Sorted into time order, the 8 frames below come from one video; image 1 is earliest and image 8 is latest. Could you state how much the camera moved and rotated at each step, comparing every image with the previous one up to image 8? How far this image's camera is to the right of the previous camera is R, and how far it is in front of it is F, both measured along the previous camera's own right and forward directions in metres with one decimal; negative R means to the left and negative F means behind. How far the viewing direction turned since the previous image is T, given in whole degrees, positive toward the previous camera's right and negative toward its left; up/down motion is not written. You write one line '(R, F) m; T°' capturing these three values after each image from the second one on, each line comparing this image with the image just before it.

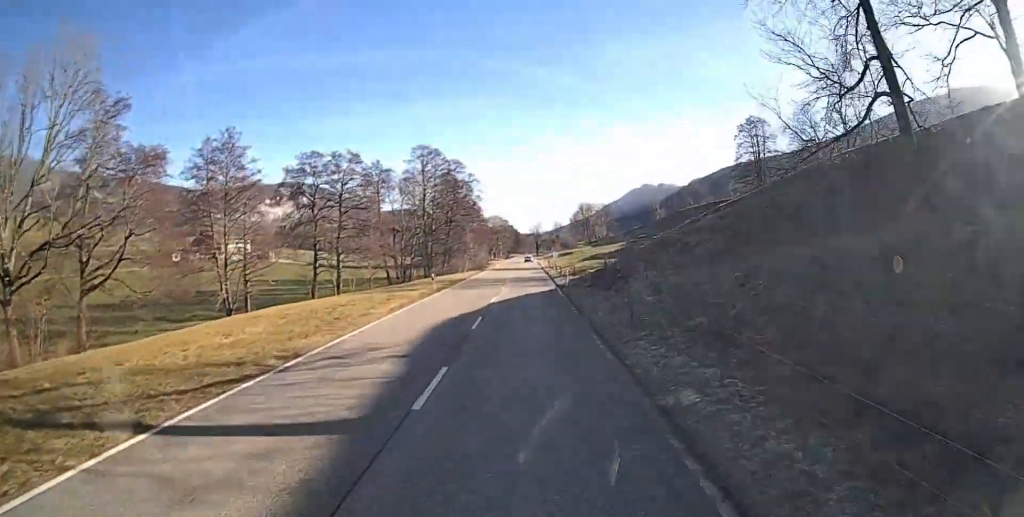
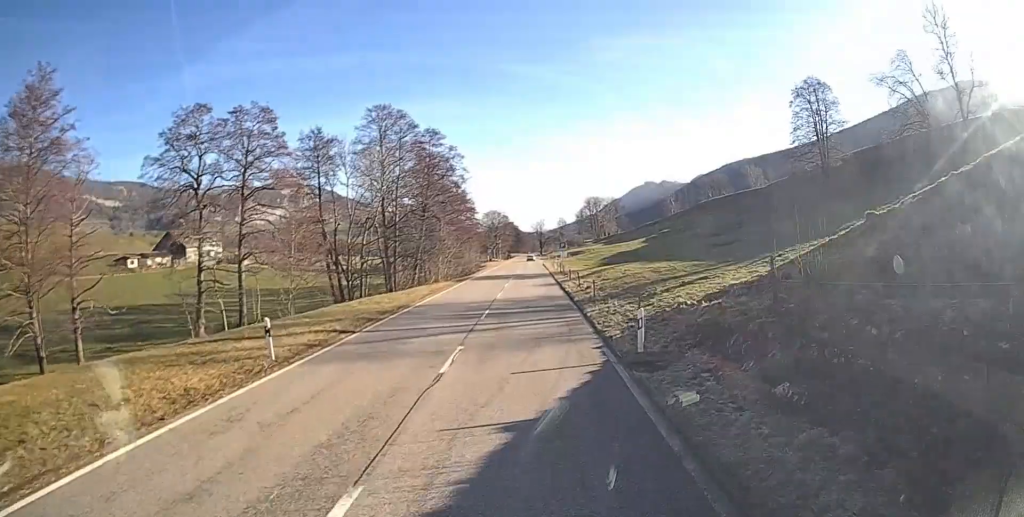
(0.0, +23.9) m; 0°
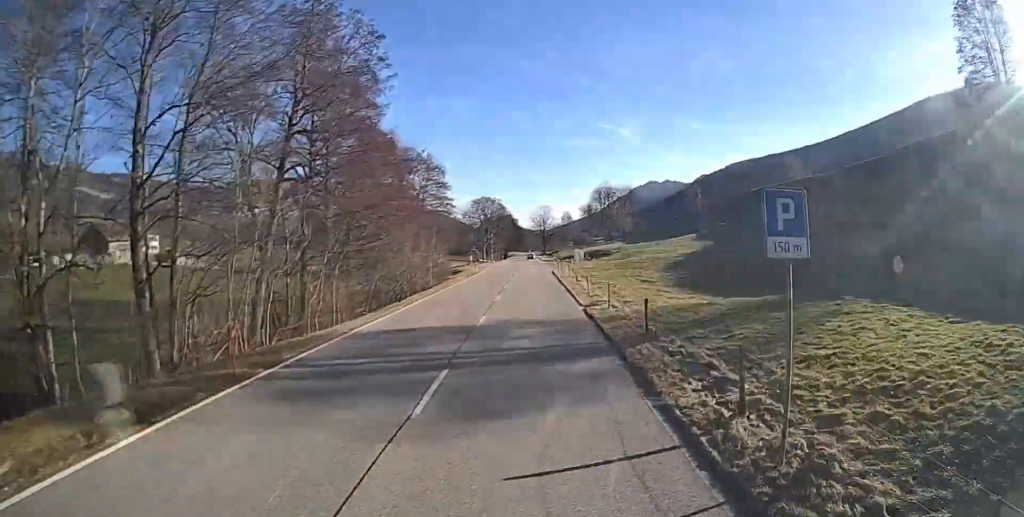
(-0.2, +38.8) m; -1°
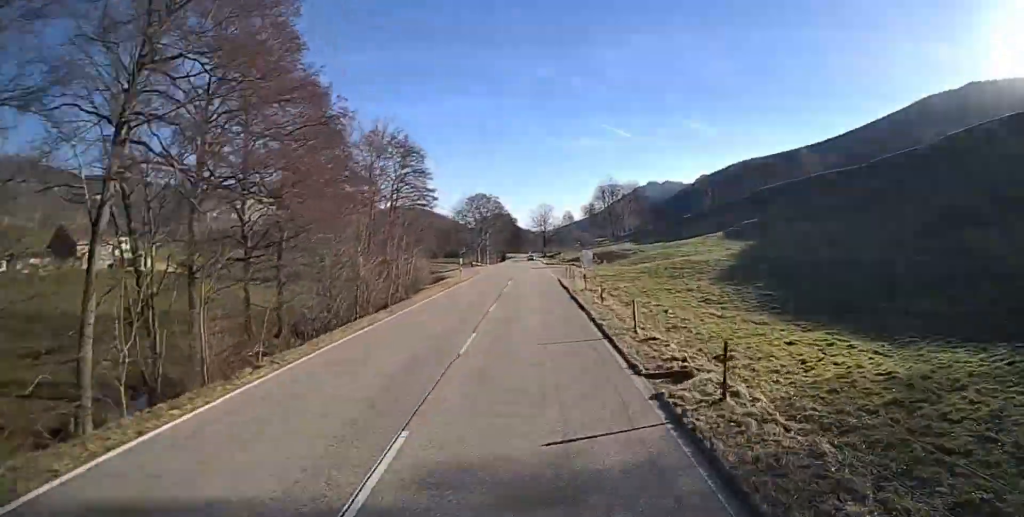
(0.0, +12.7) m; 0°
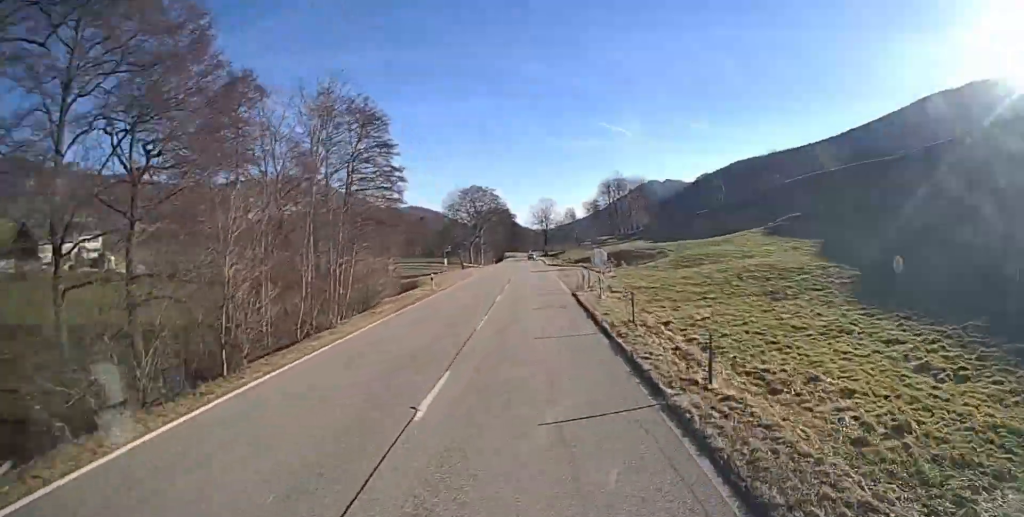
(0.0, +14.2) m; 0°
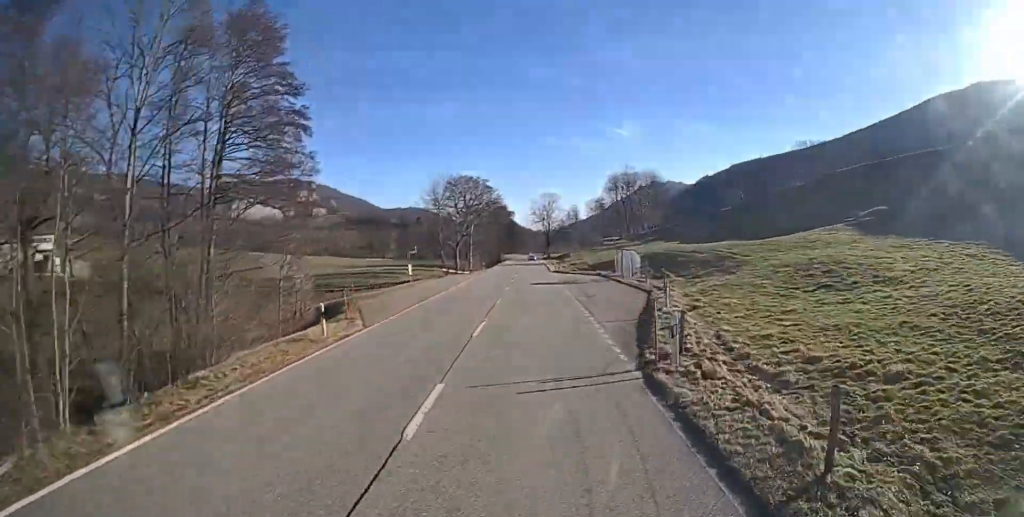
(-0.1, +18.7) m; 0°
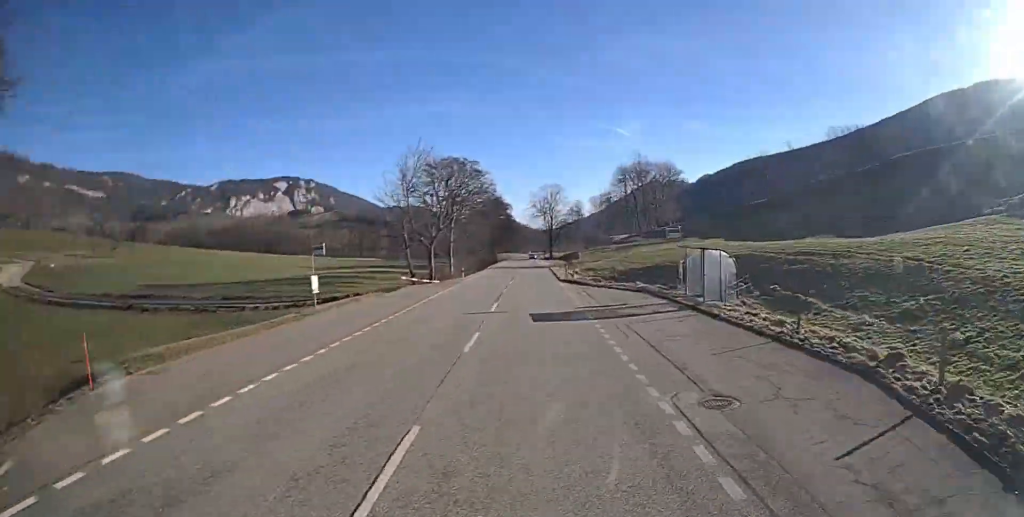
(0.0, +20.2) m; 0°
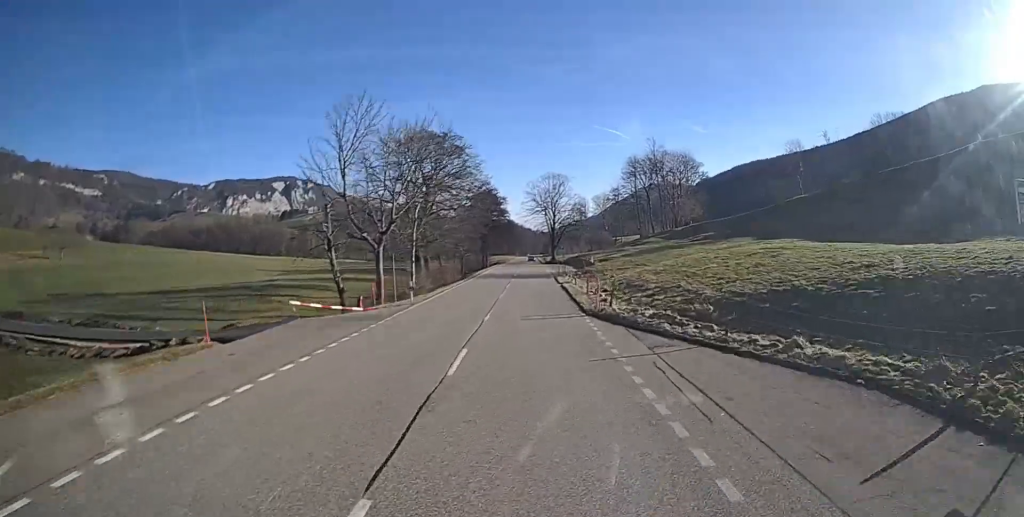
(0.0, +20.3) m; 0°
